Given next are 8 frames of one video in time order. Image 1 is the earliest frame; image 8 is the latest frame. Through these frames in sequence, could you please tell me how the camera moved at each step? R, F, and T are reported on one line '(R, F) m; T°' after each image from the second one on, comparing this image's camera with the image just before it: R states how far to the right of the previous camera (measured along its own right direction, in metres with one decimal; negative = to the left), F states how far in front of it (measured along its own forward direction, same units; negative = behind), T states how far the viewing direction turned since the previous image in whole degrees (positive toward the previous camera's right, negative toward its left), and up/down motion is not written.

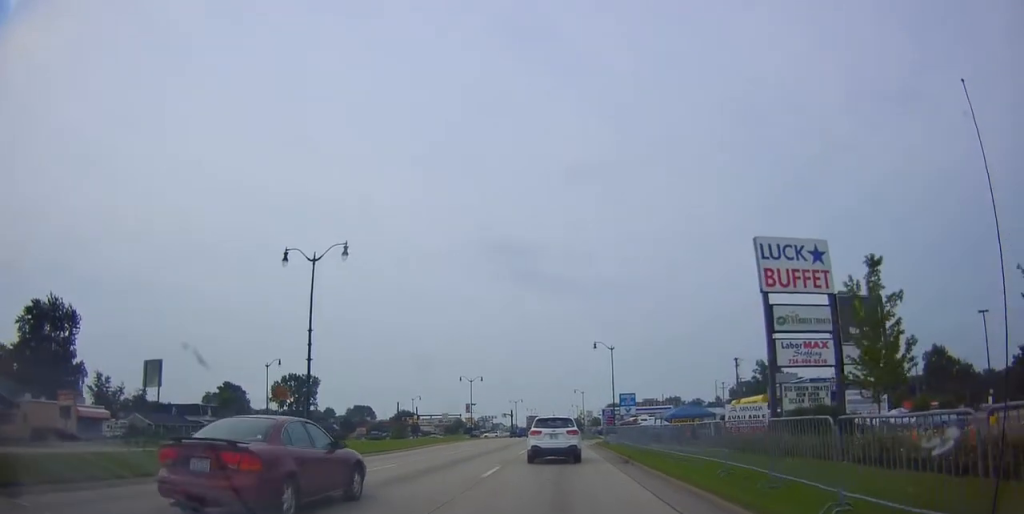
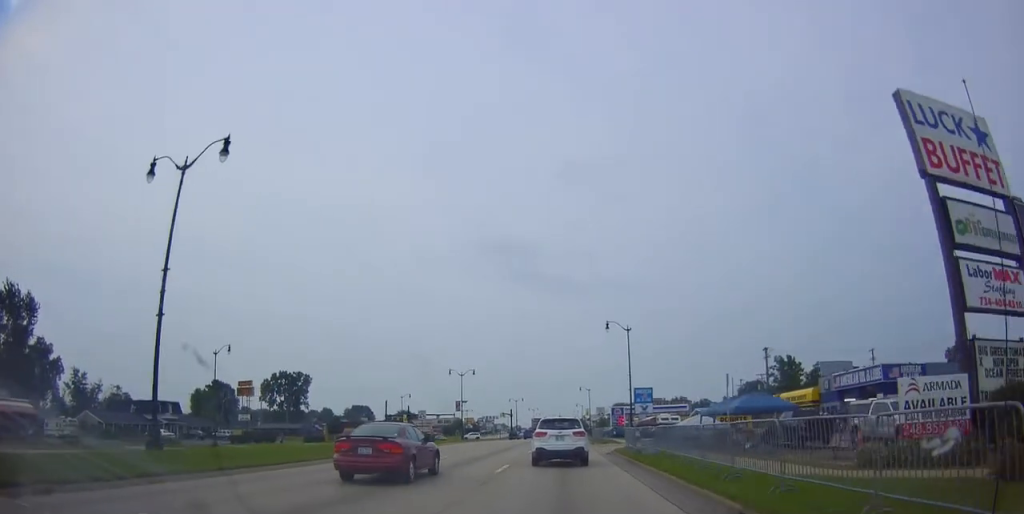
(-0.2, +13.3) m; -3°
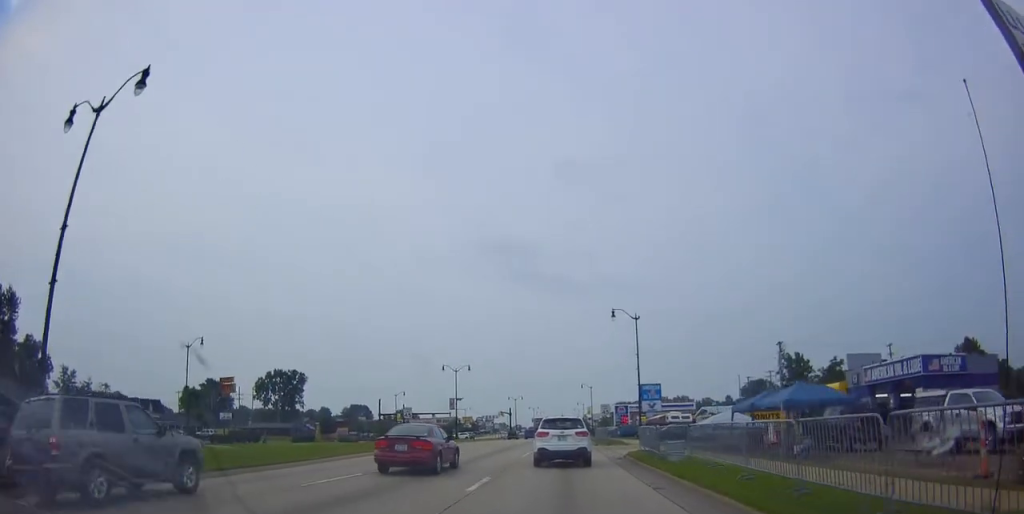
(-0.3, +5.8) m; 0°
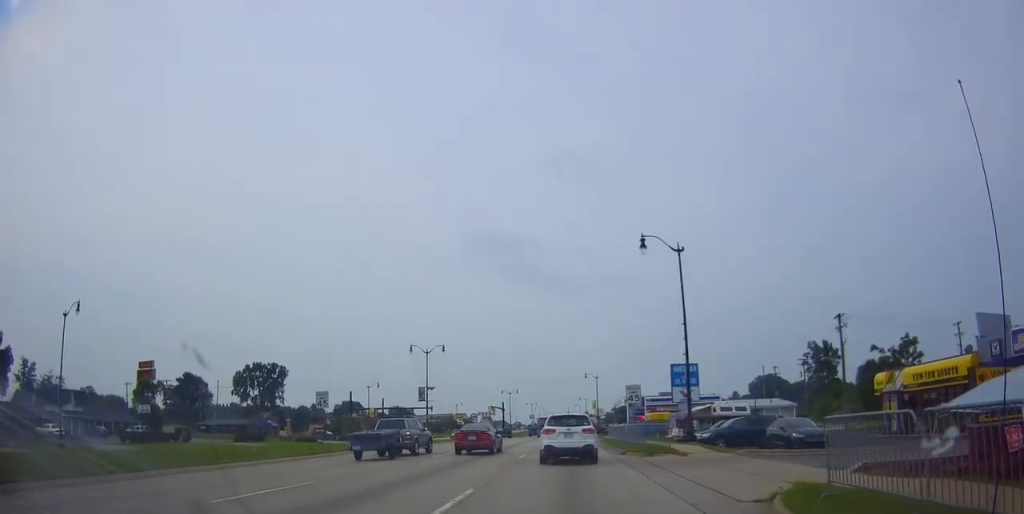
(+0.6, +19.2) m; +4°
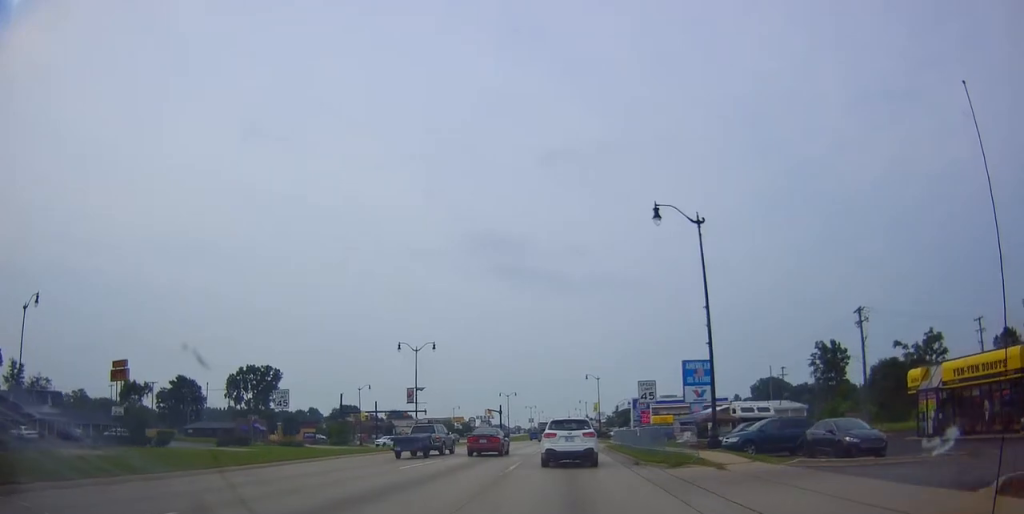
(0.0, +5.1) m; 0°
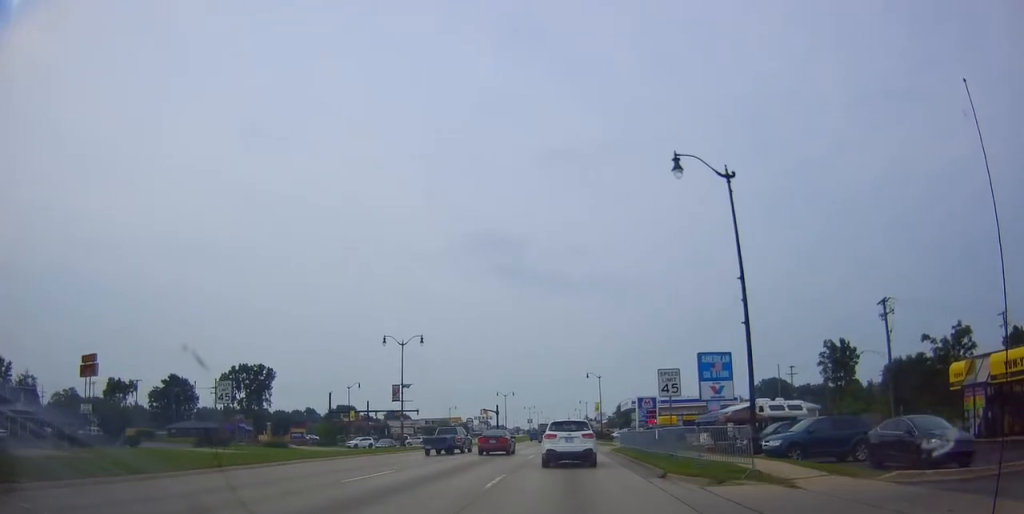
(0.0, +5.4) m; 0°
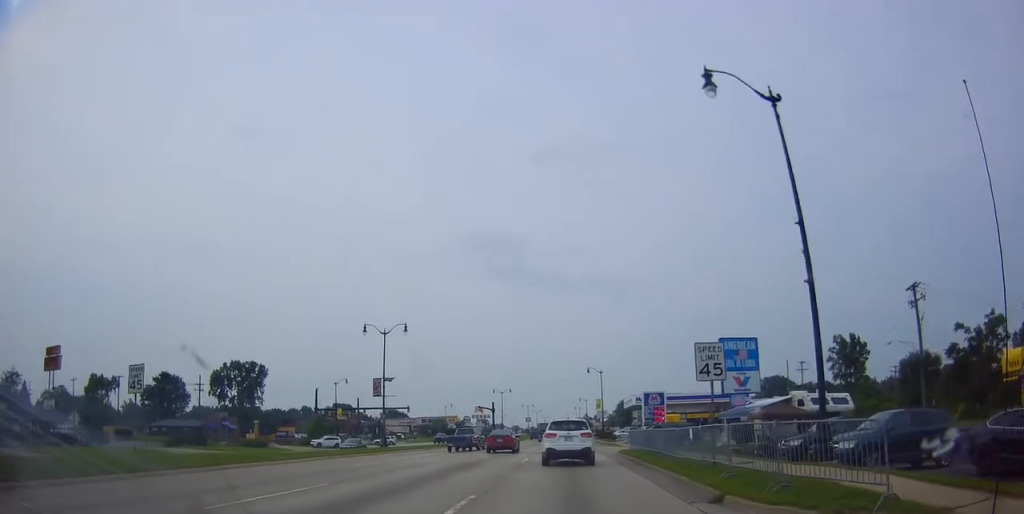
(0.0, +5.7) m; 0°
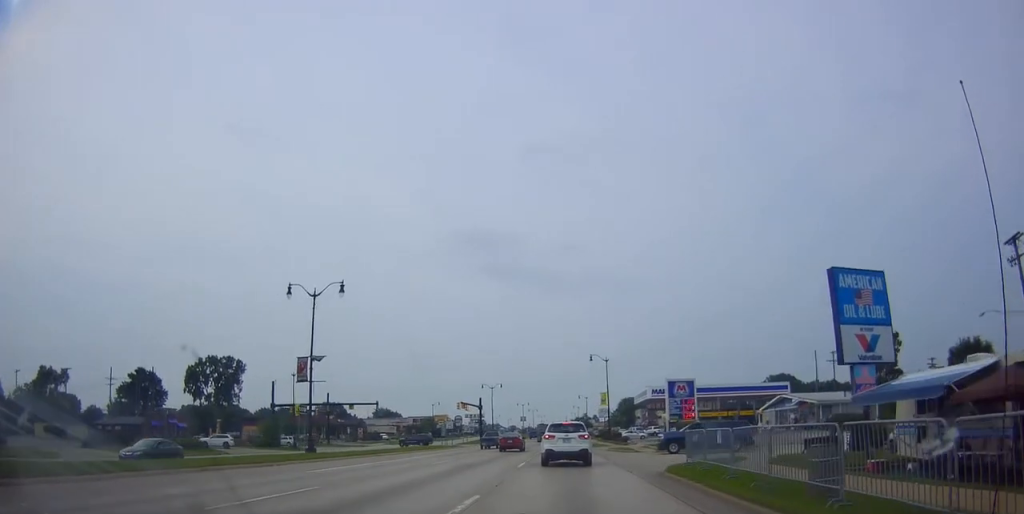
(0.0, +14.9) m; 0°
